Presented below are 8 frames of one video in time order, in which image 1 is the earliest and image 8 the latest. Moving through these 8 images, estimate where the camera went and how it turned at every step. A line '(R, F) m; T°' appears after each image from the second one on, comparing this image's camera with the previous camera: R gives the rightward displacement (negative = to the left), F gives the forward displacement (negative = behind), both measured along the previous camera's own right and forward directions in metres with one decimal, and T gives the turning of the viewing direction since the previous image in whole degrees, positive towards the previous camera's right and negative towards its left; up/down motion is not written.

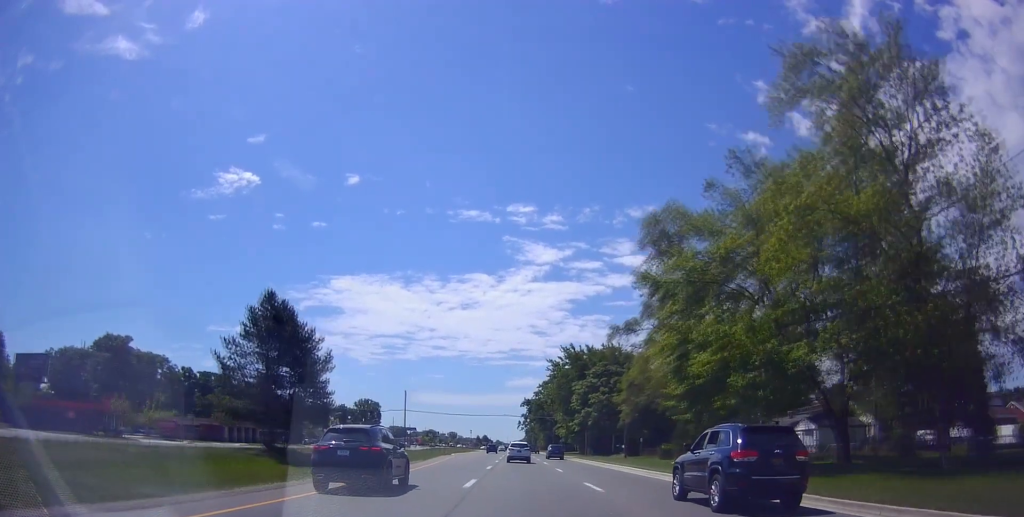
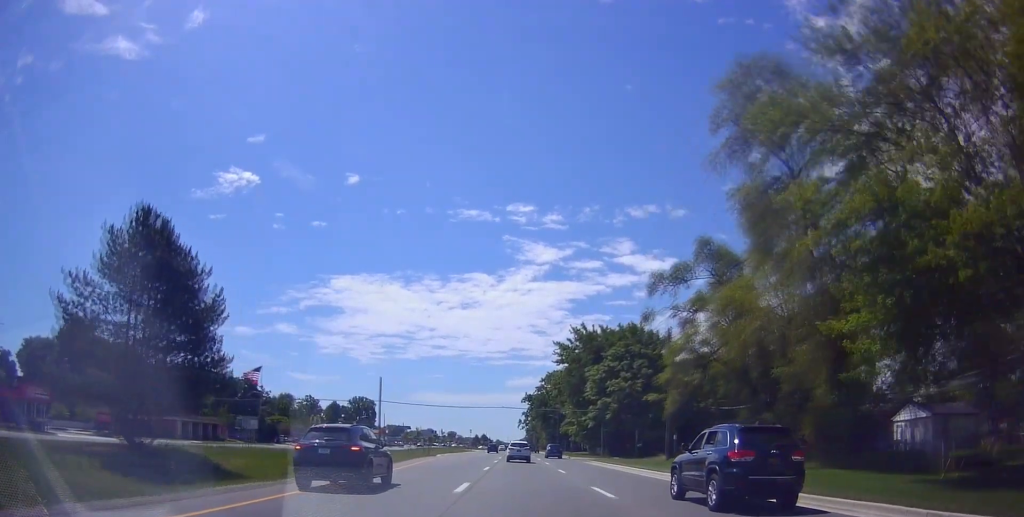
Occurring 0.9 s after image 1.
(+0.3, +17.0) m; -1°
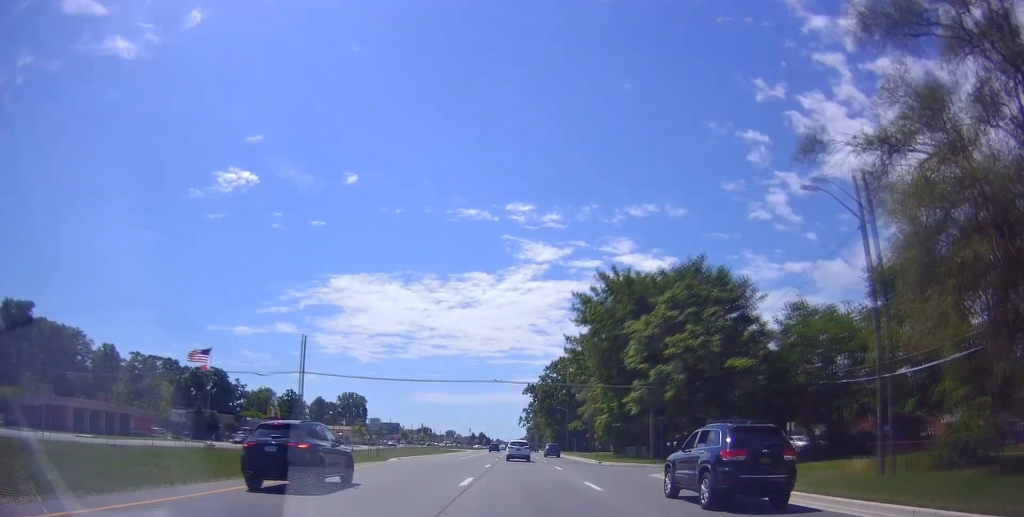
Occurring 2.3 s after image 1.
(-0.6, +27.2) m; 0°
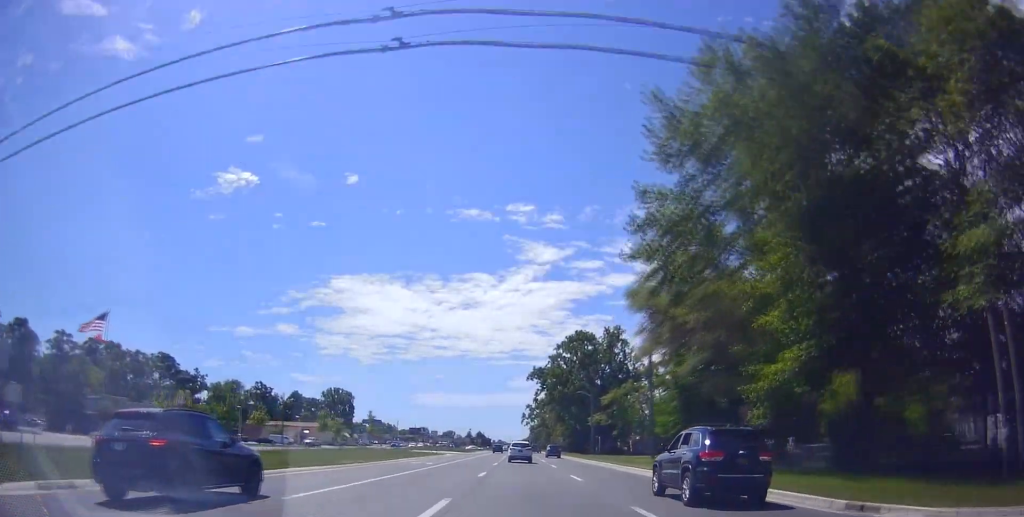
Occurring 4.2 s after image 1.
(0.0, +37.6) m; 0°
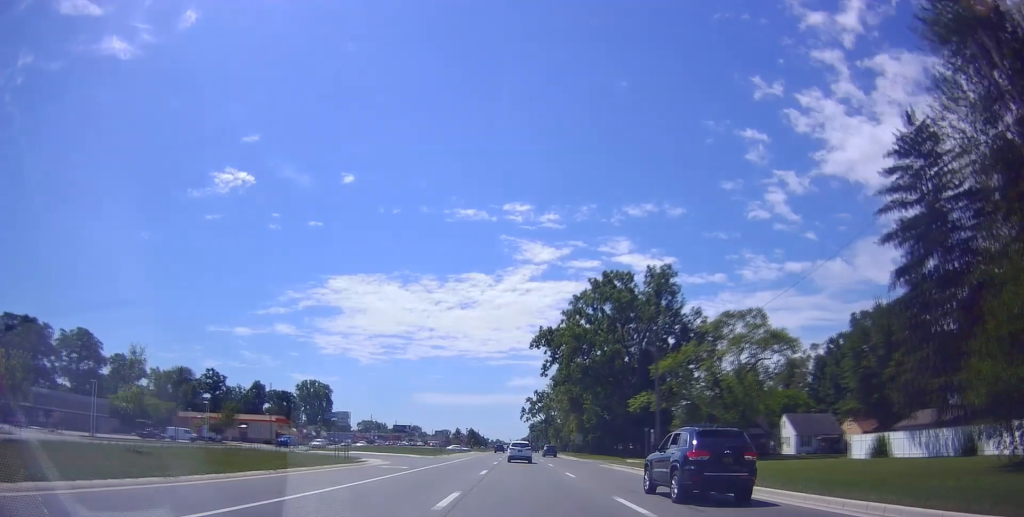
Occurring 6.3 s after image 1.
(+0.7, +41.0) m; +1°
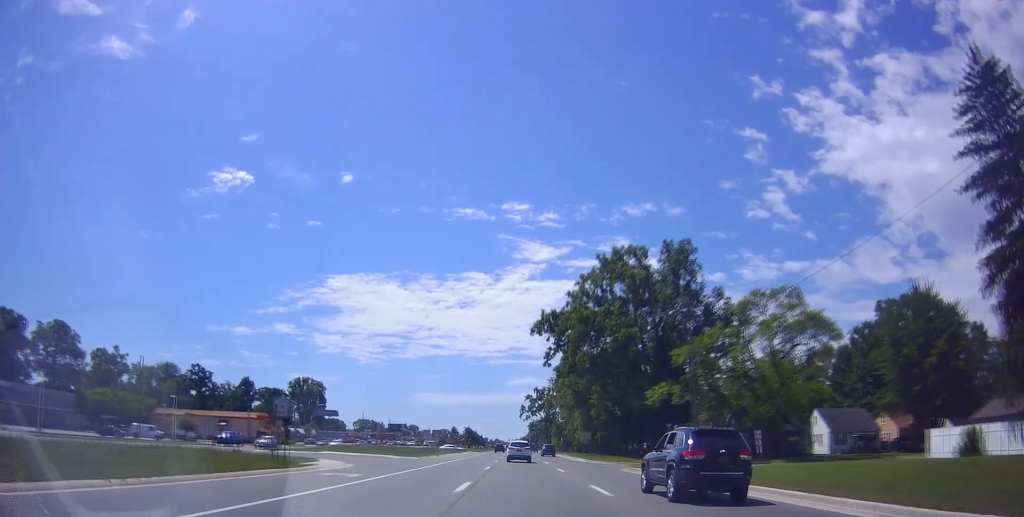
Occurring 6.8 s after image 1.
(+0.3, +9.8) m; -1°
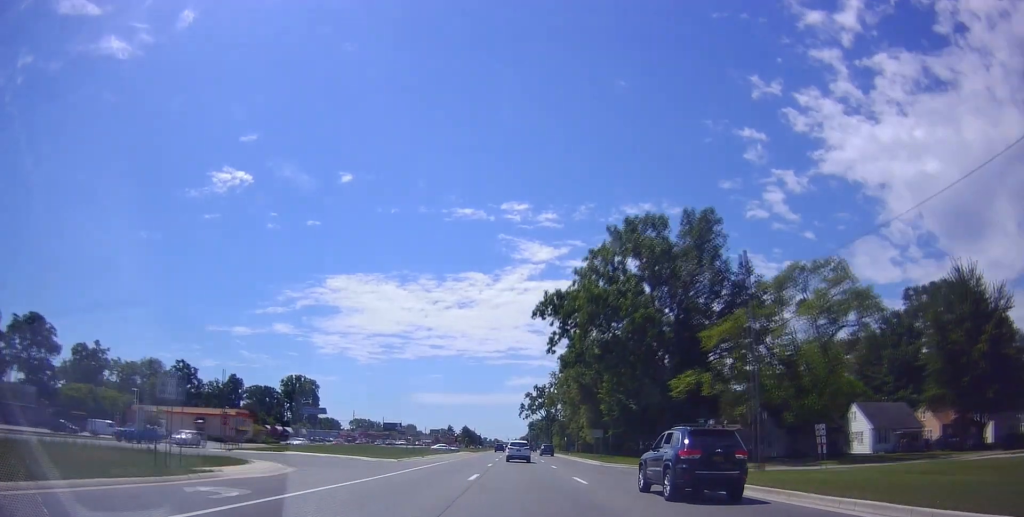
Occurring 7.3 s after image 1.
(-0.1, +9.8) m; 0°
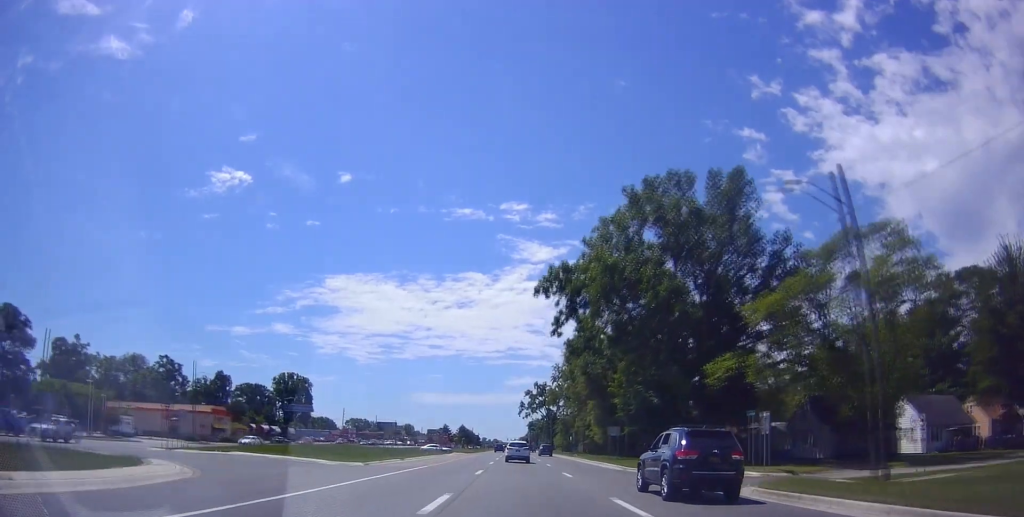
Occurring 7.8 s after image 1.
(-0.4, +9.8) m; 0°
